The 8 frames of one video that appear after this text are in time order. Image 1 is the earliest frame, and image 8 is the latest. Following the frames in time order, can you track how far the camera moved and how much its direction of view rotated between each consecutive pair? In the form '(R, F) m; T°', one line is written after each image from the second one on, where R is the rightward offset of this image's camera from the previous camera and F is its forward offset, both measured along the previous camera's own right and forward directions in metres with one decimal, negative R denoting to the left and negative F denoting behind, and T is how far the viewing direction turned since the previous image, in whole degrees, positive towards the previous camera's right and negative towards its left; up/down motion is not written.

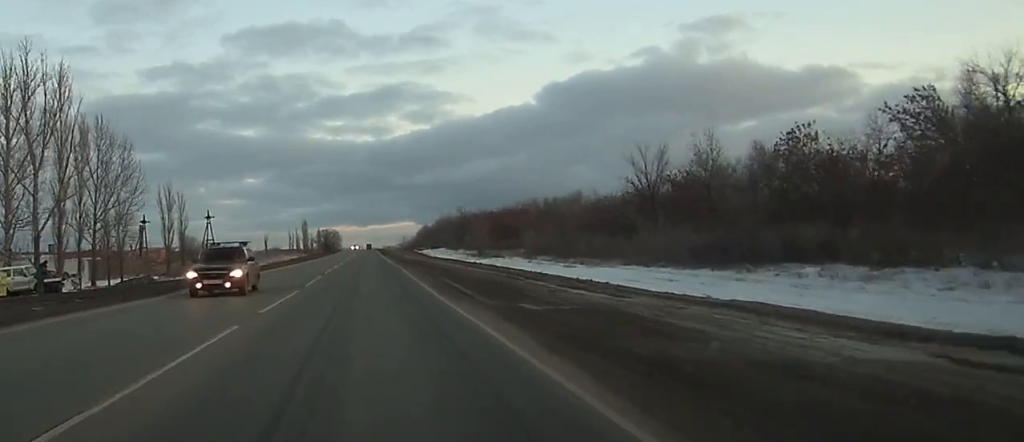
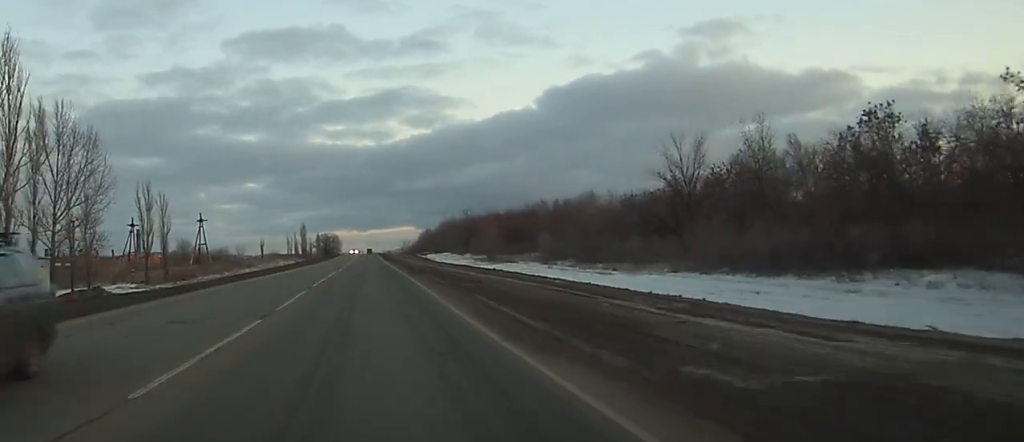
(+0.1, +9.5) m; 0°
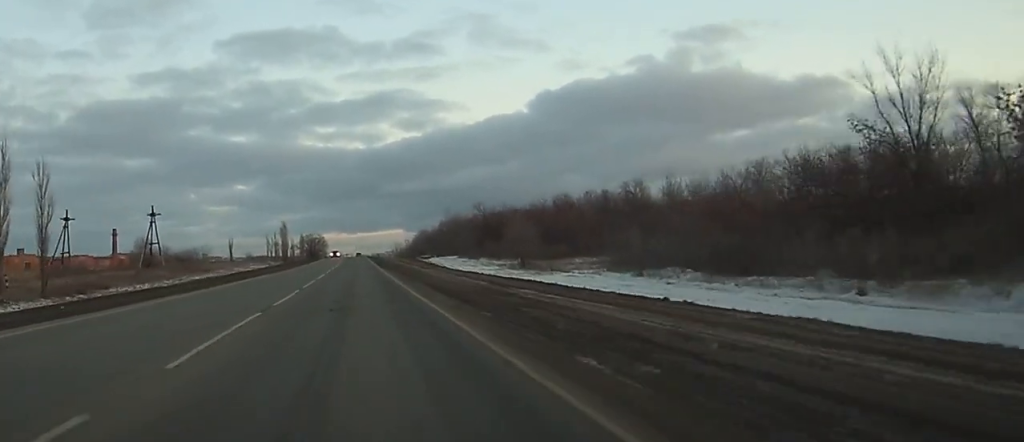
(-0.3, +33.5) m; -1°
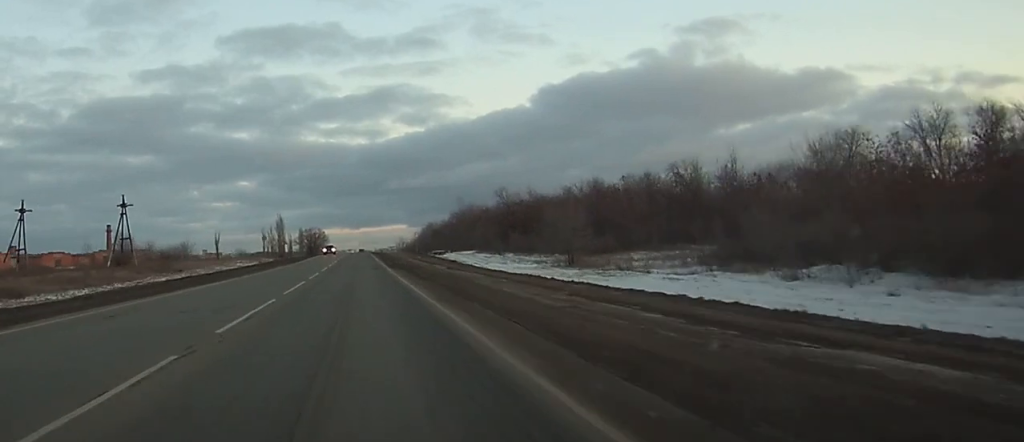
(0.0, +20.0) m; 0°
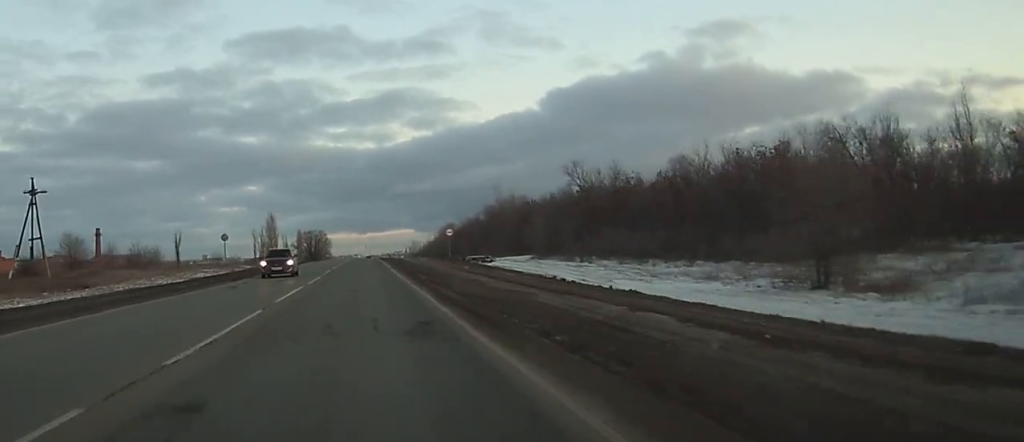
(0.0, +38.9) m; 0°
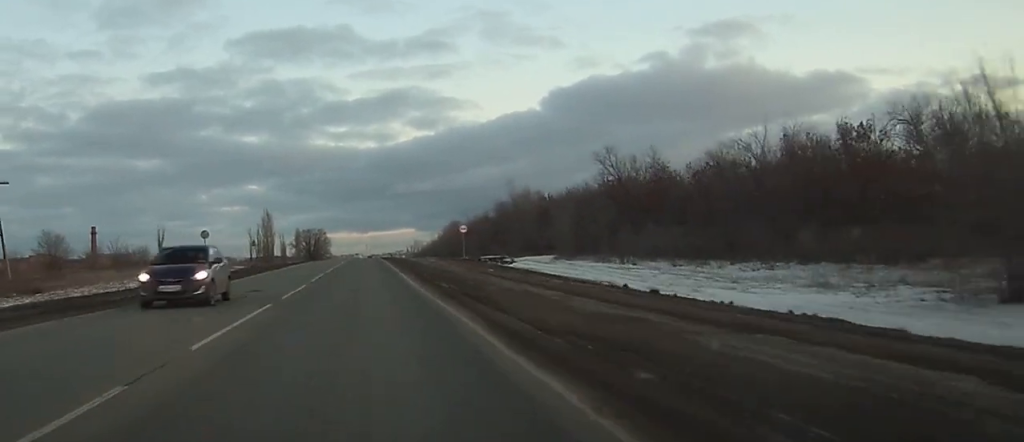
(0.0, +10.8) m; 0°
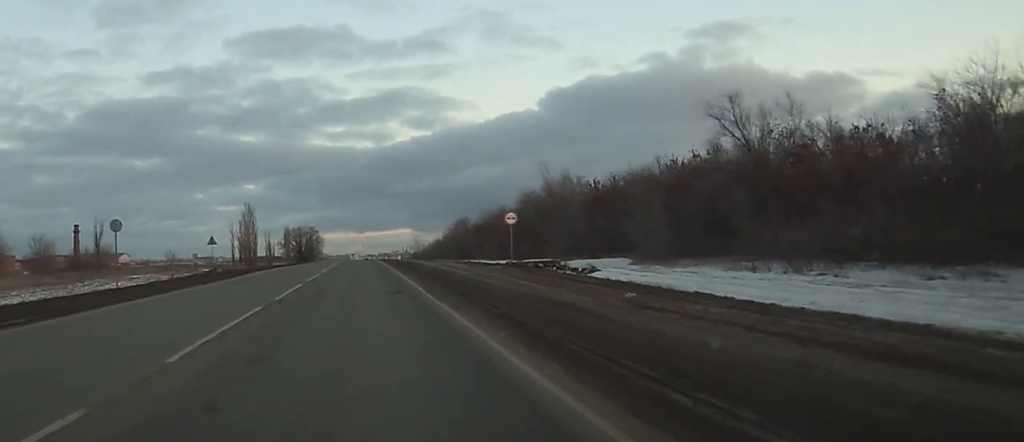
(0.0, +25.3) m; 0°
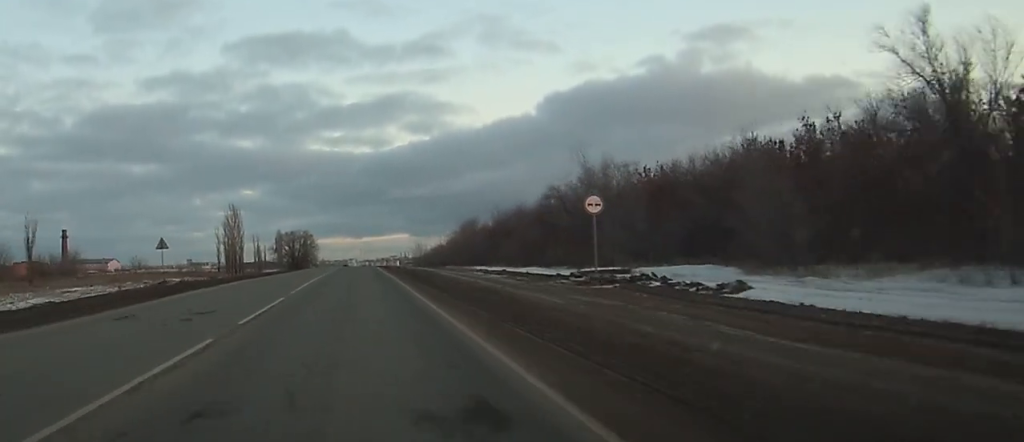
(-0.1, +17.9) m; 0°
